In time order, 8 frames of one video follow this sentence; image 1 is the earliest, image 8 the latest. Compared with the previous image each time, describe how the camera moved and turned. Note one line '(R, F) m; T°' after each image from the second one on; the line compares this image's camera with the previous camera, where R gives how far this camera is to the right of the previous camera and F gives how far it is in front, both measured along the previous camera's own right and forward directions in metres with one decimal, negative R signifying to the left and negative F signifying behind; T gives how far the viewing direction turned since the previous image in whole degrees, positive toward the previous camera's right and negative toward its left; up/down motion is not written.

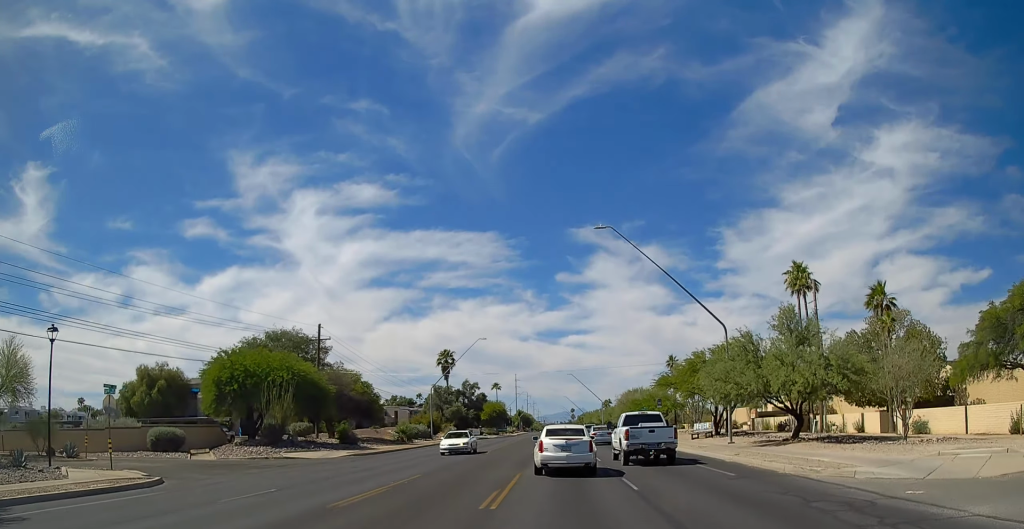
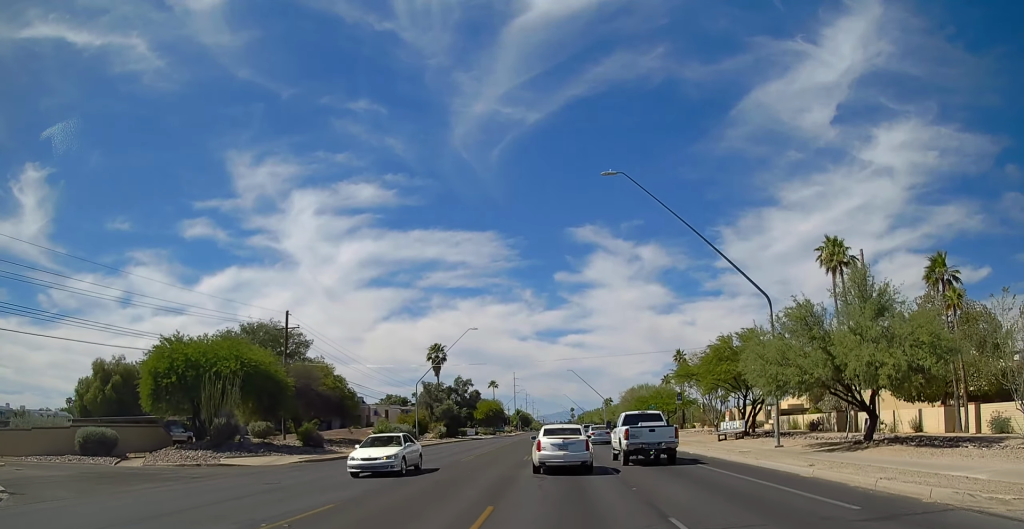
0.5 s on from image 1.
(0.0, +8.1) m; 0°
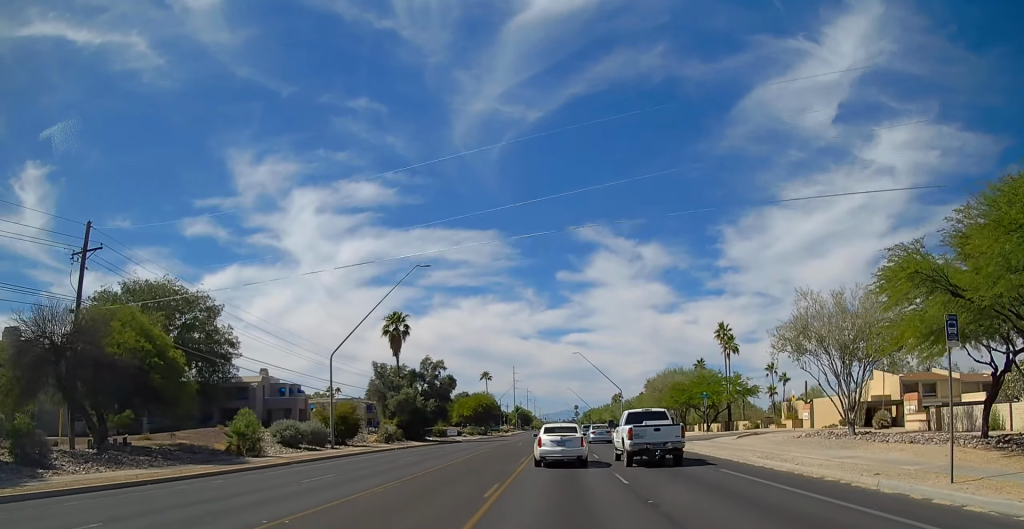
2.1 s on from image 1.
(0.0, +28.5) m; 0°
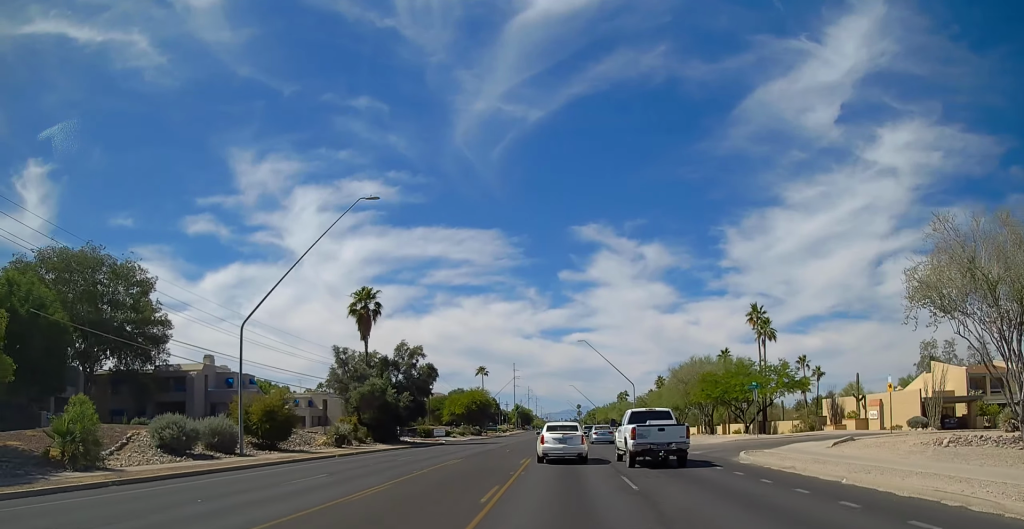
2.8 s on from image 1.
(0.0, +13.6) m; 0°
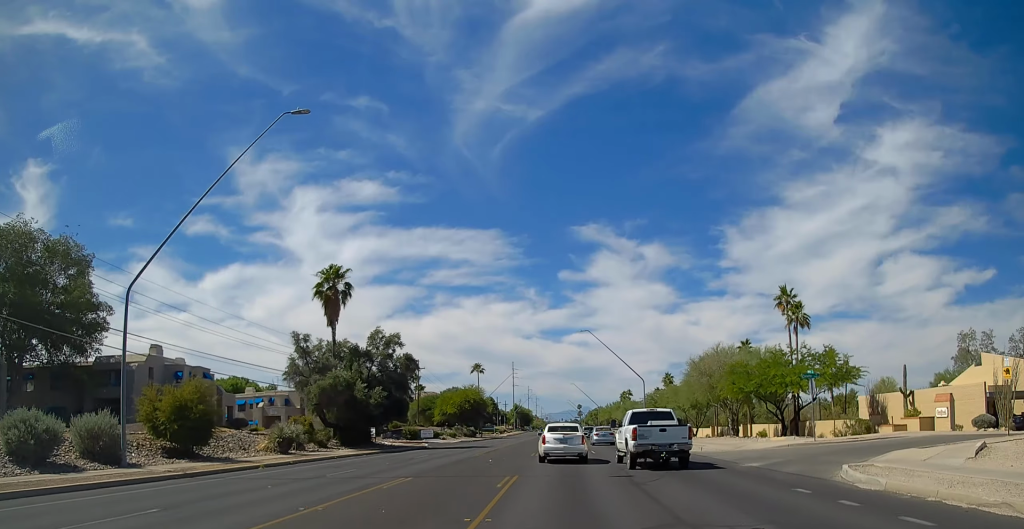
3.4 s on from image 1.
(0.0, +9.5) m; 0°
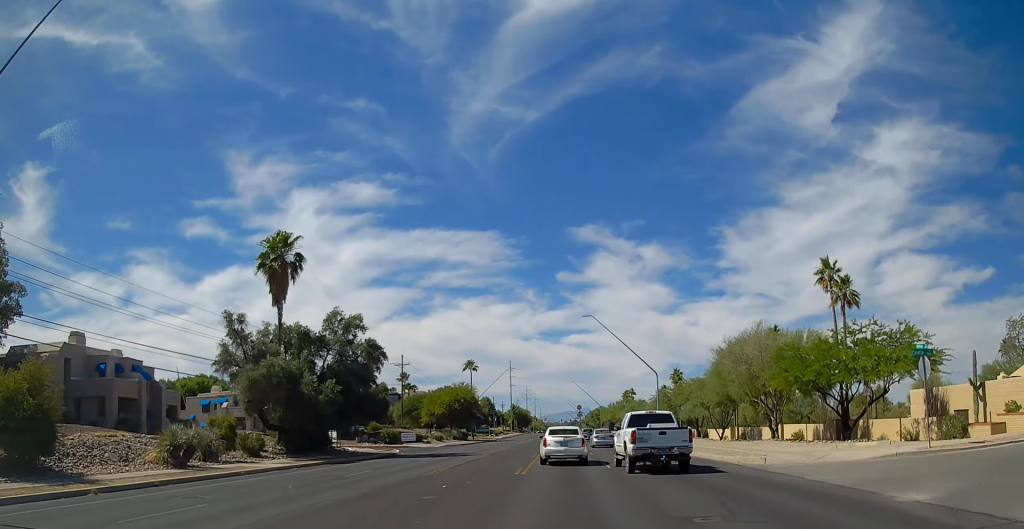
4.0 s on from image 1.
(0.0, +10.8) m; 0°
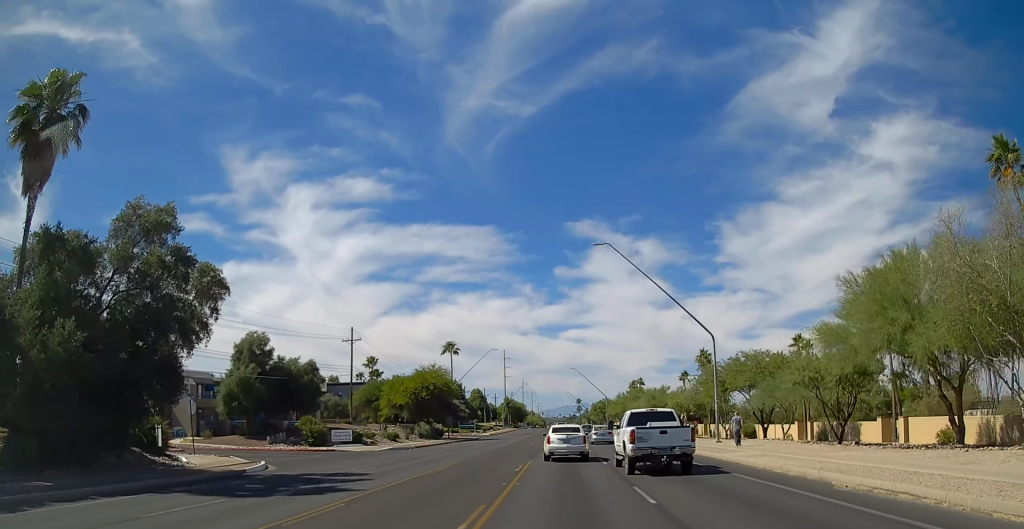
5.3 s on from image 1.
(0.0, +24.2) m; 0°
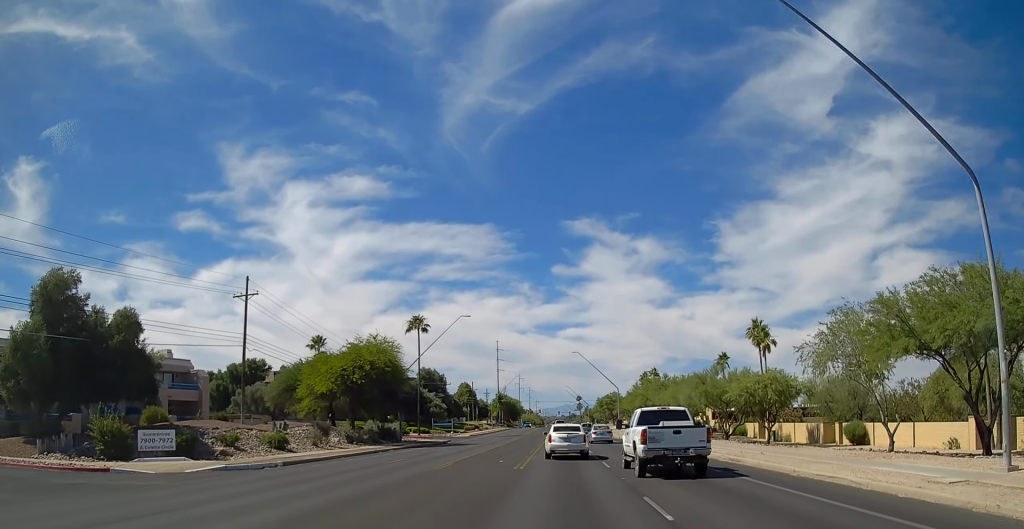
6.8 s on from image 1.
(0.0, +27.1) m; 0°
